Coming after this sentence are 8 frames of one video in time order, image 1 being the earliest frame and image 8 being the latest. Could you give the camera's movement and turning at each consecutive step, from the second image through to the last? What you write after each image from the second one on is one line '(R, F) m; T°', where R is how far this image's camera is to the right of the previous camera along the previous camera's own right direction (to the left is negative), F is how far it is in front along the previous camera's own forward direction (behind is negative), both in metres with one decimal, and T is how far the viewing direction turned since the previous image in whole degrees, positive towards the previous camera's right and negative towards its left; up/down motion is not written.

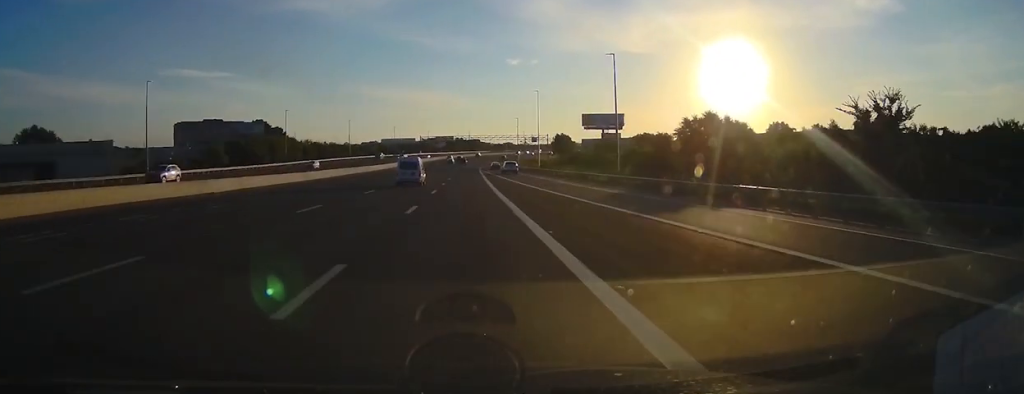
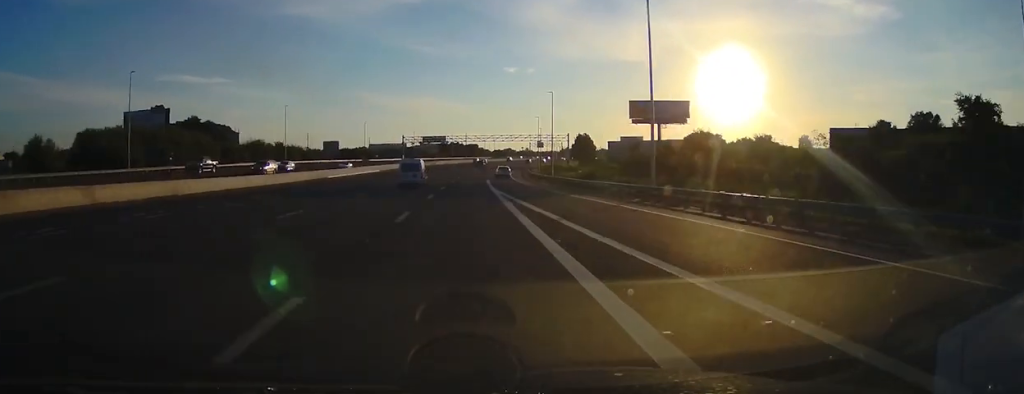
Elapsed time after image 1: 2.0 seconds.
(-1.4, +62.0) m; +1°
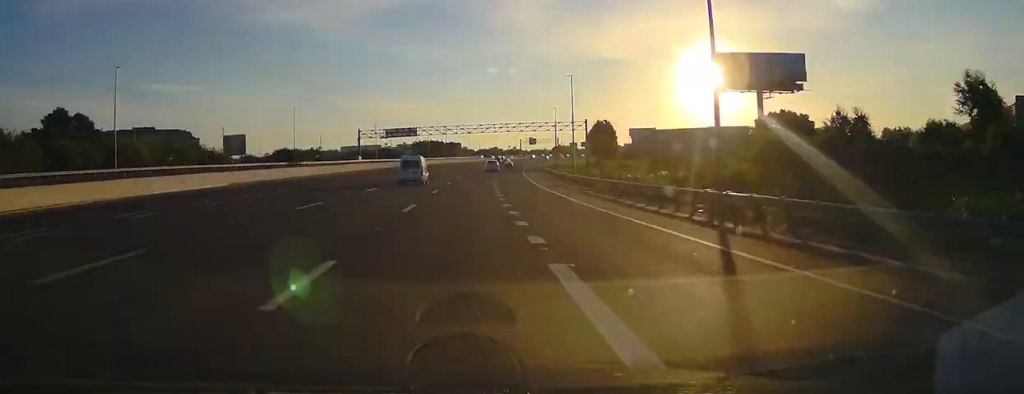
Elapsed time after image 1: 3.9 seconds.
(+1.9, +53.9) m; +3°
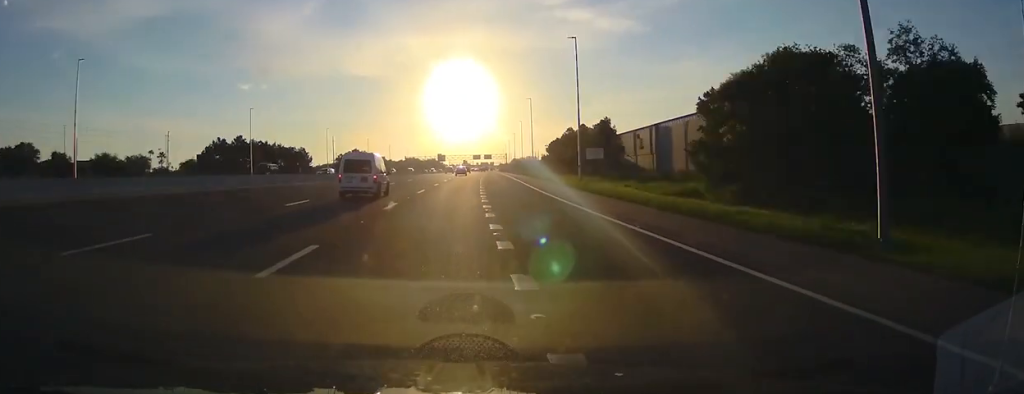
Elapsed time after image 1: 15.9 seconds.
(+74.3, +368.3) m; +22°
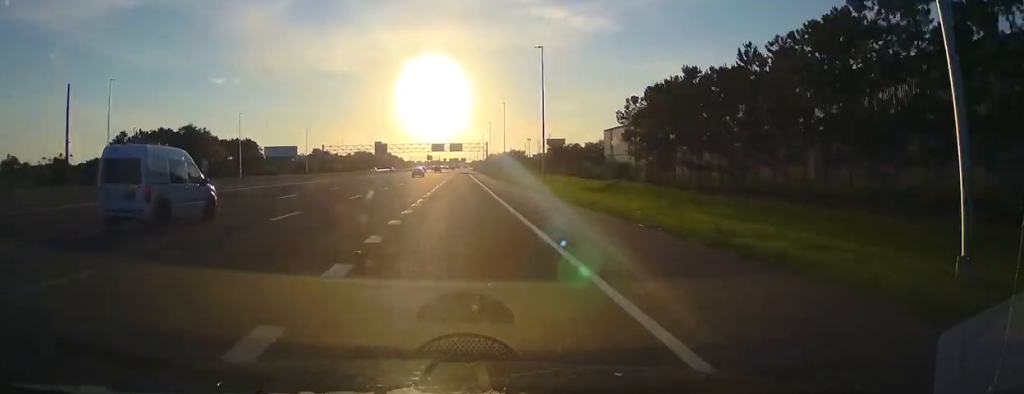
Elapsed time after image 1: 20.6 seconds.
(+6.3, +144.0) m; +2°
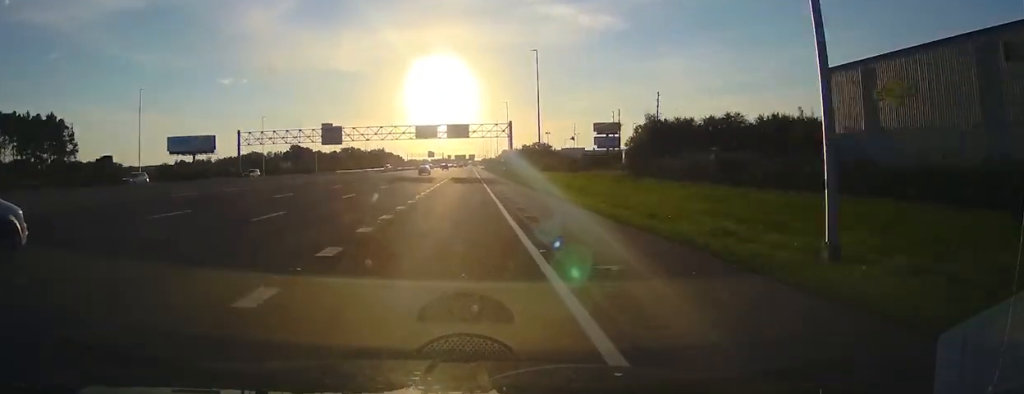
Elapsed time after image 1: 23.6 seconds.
(0.0, +93.0) m; 0°
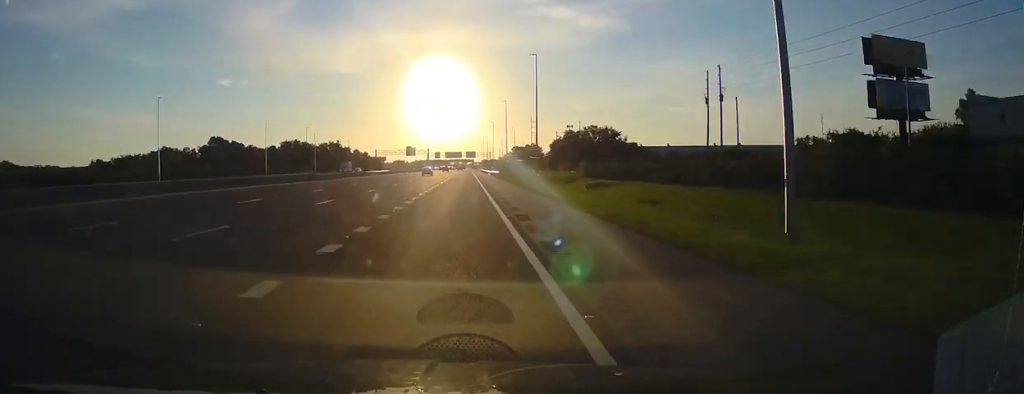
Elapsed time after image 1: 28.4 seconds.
(-0.7, +145.3) m; -1°
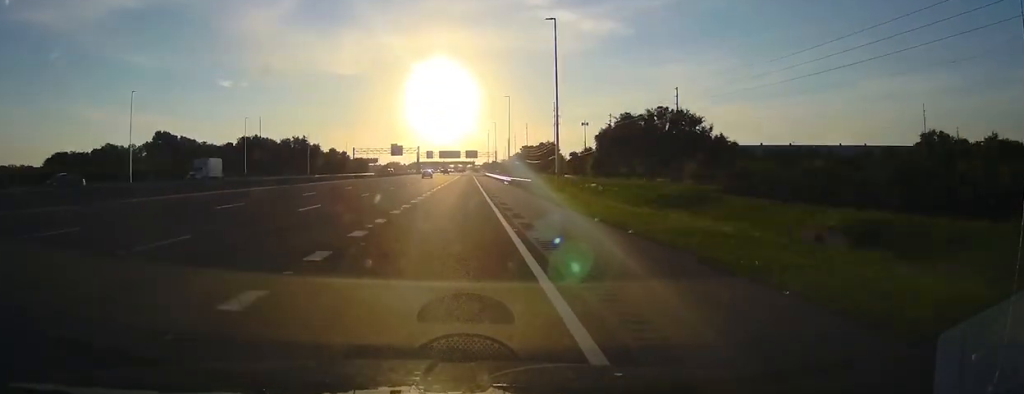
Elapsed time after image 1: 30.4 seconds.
(0.0, +61.3) m; 0°
